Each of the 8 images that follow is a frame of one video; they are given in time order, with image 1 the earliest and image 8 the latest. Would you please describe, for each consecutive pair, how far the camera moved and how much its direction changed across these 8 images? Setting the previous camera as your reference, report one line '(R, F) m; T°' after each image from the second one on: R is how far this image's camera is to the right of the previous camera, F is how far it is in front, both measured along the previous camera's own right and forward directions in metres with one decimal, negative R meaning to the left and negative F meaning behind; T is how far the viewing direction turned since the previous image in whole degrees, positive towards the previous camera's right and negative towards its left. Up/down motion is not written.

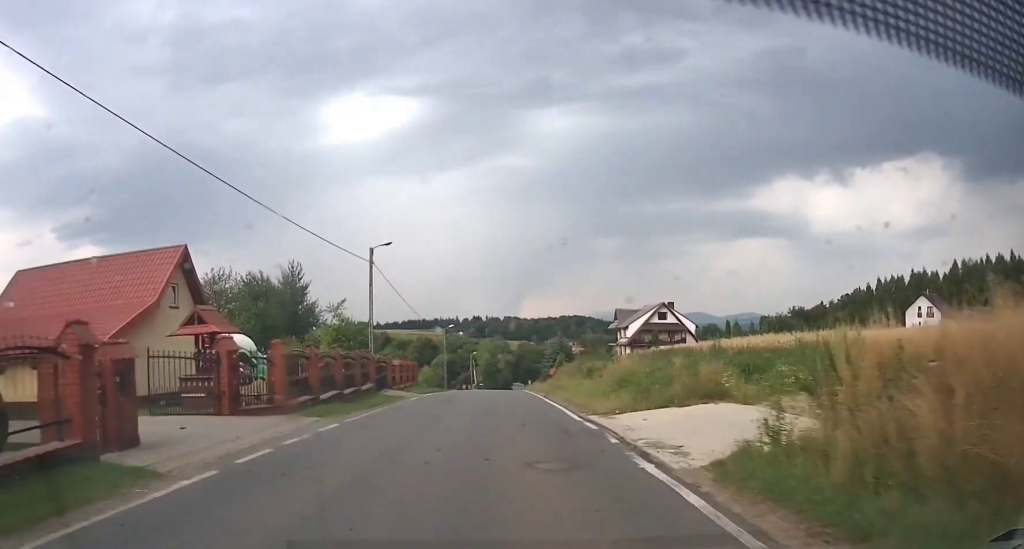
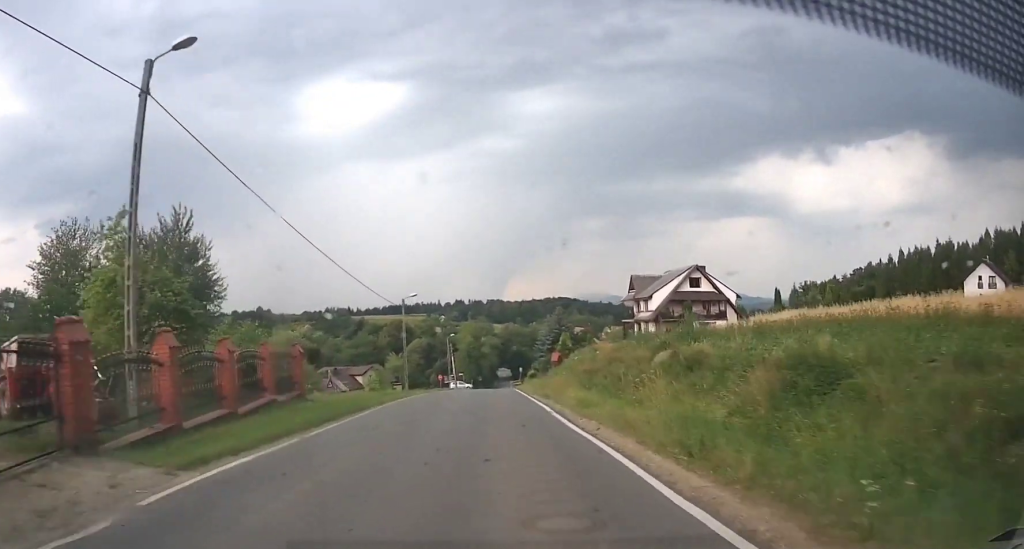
(+0.1, +24.6) m; 0°
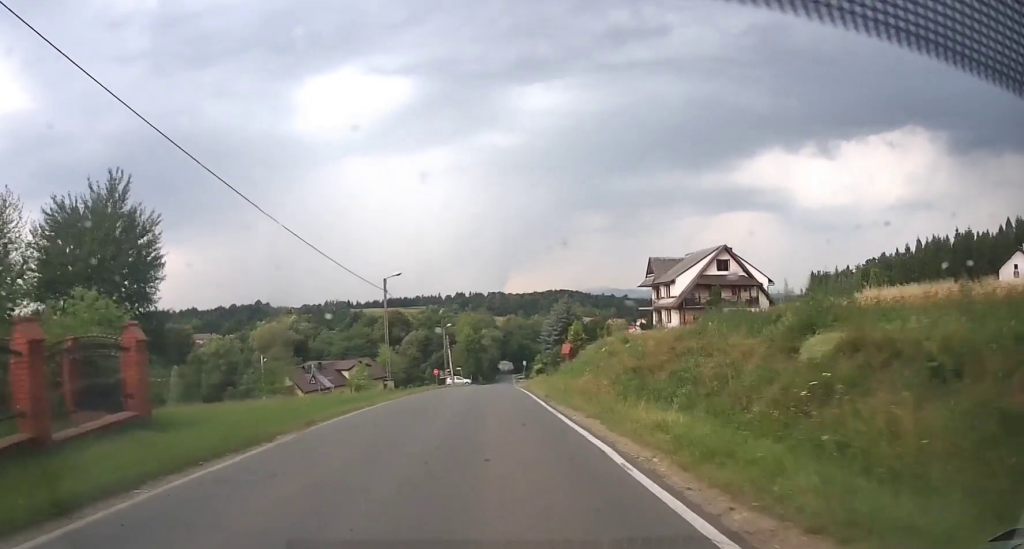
(0.0, +10.0) m; 0°
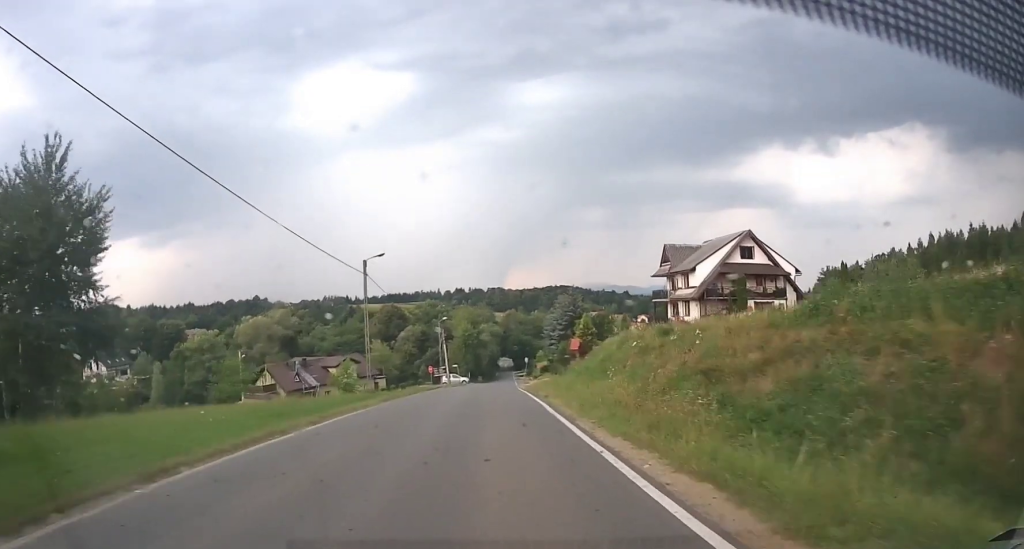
(0.0, +7.1) m; 0°
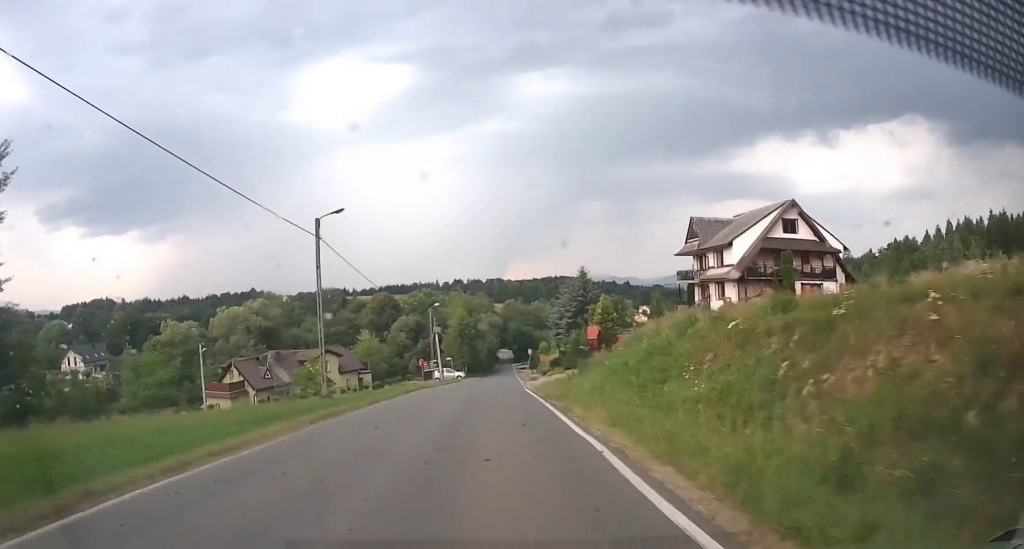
(-0.1, +10.3) m; 0°
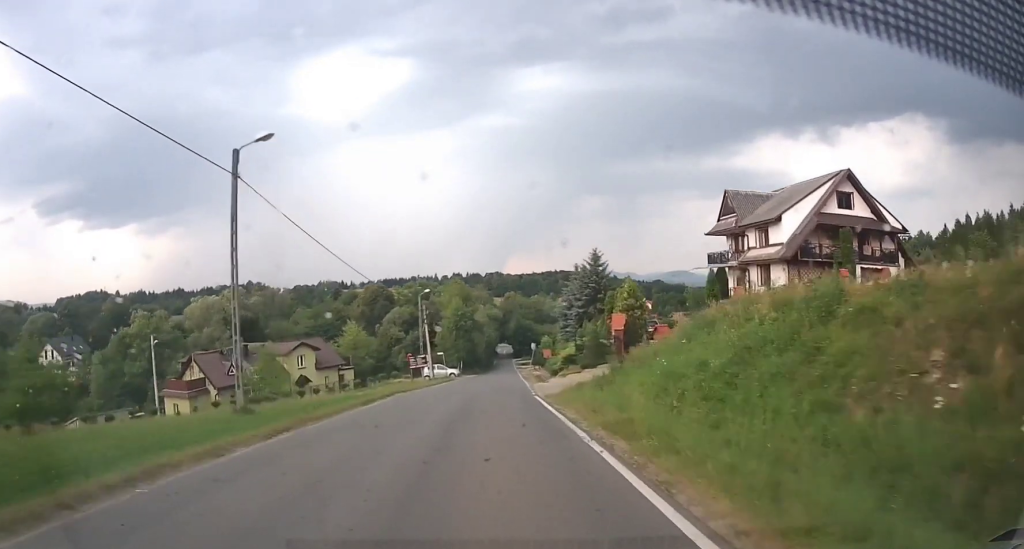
(0.0, +9.1) m; 0°
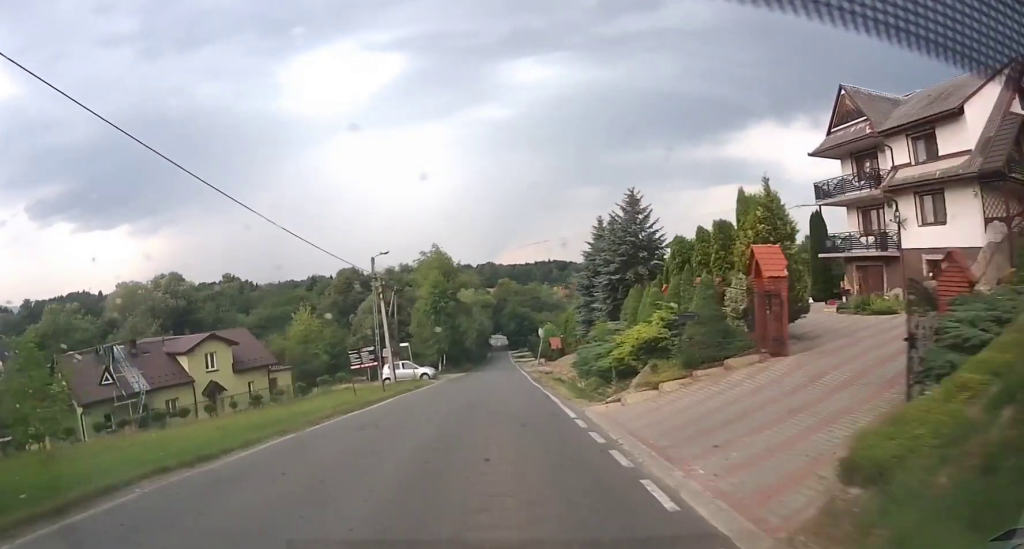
(+0.2, +20.8) m; +1°
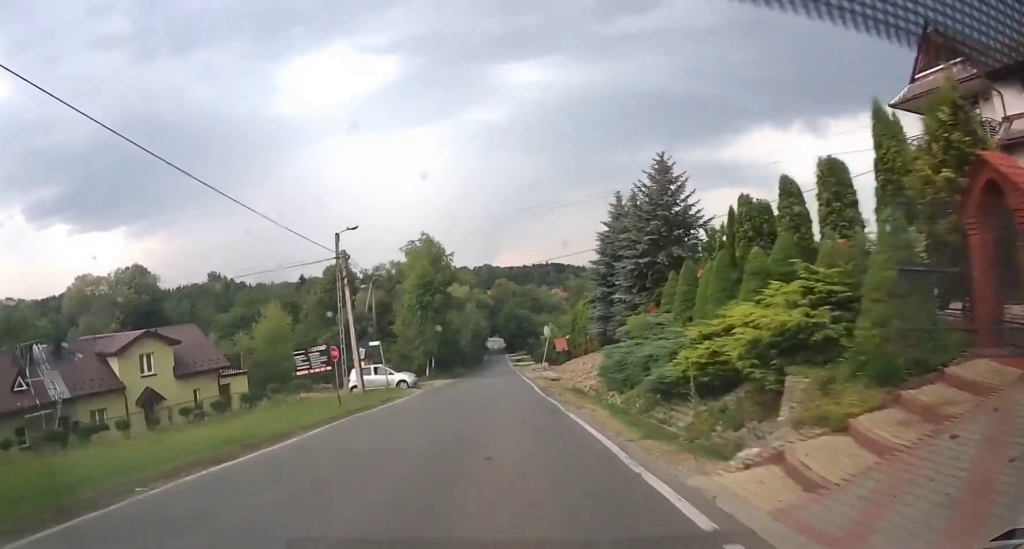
(0.0, +8.9) m; 0°
